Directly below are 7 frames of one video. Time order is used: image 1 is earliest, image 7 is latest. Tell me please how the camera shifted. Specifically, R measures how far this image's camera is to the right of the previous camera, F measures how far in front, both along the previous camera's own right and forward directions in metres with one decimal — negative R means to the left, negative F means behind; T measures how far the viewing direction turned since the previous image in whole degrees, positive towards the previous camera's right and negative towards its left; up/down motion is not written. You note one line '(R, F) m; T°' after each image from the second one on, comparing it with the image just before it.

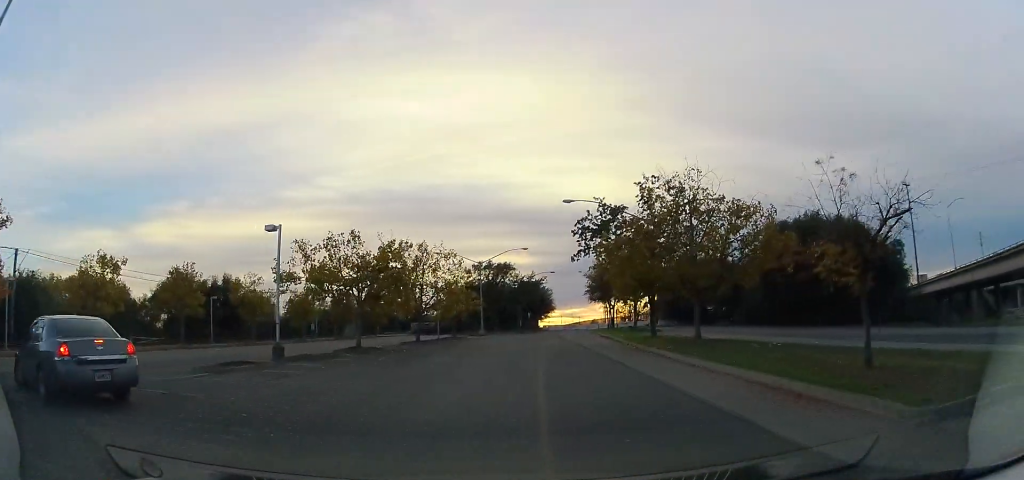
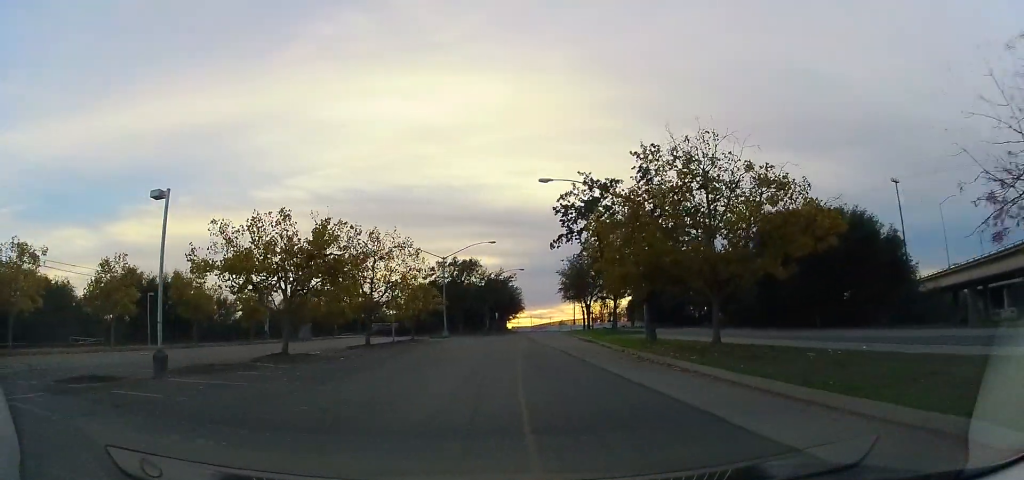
(+0.9, +5.5) m; +6°
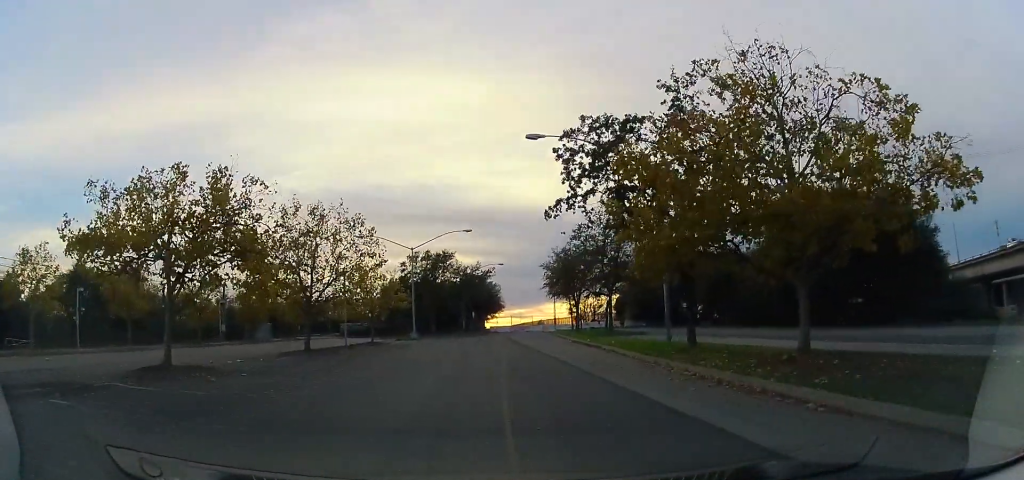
(-0.2, +7.0) m; +1°
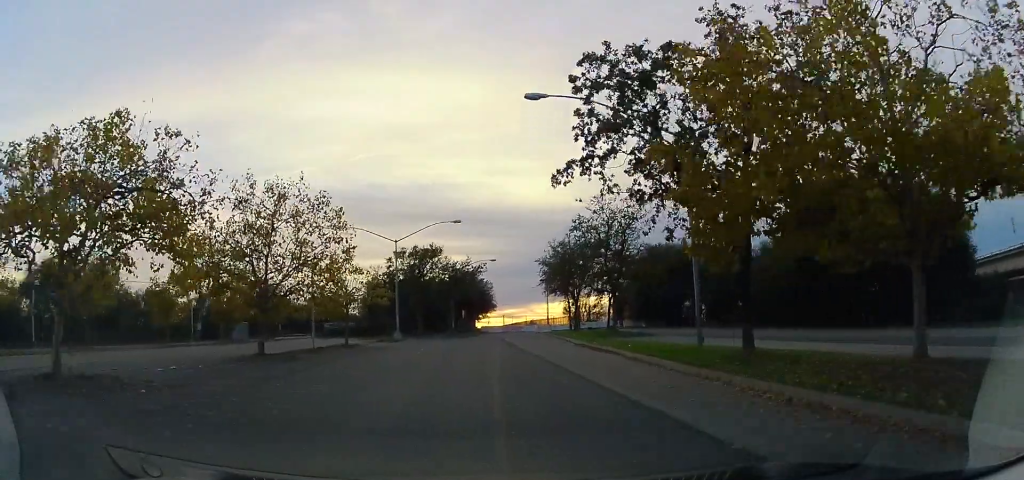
(+0.1, +4.5) m; +1°
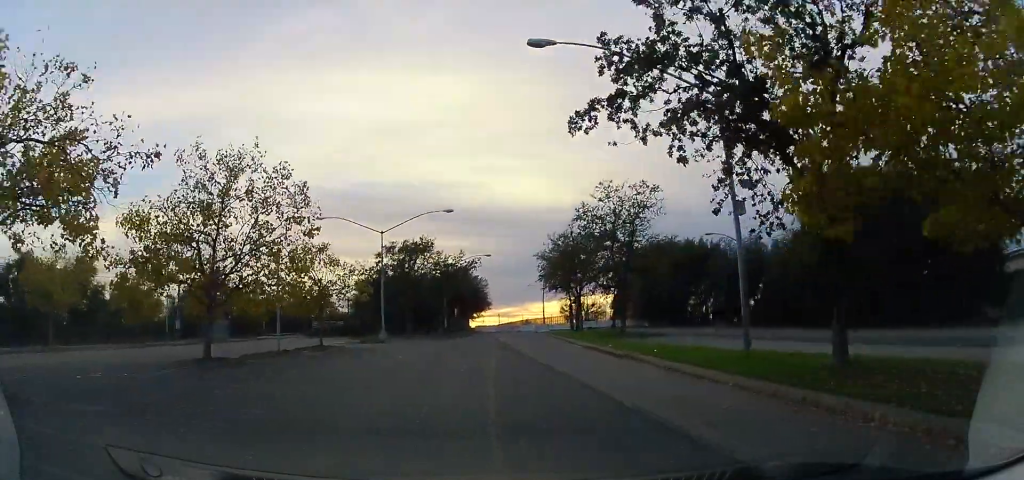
(+0.1, +4.0) m; +1°
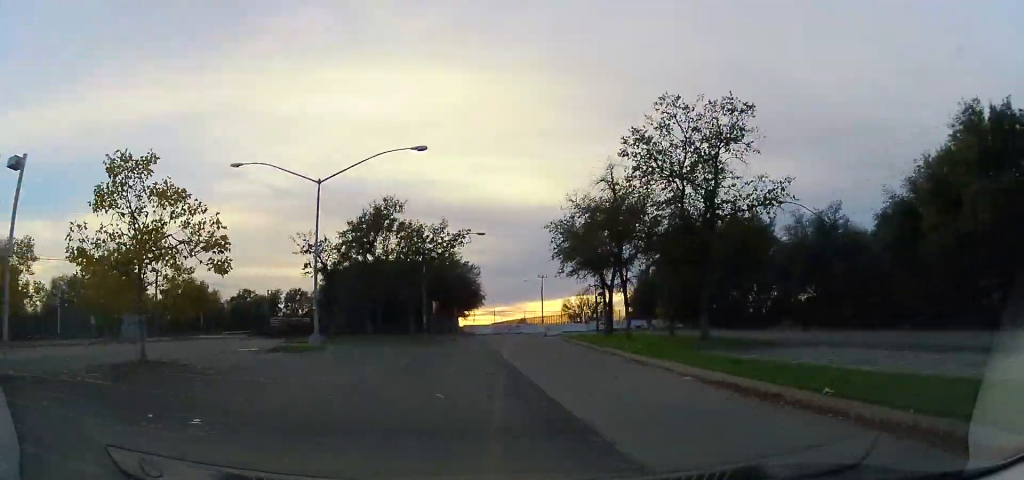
(+0.7, +15.5) m; +3°
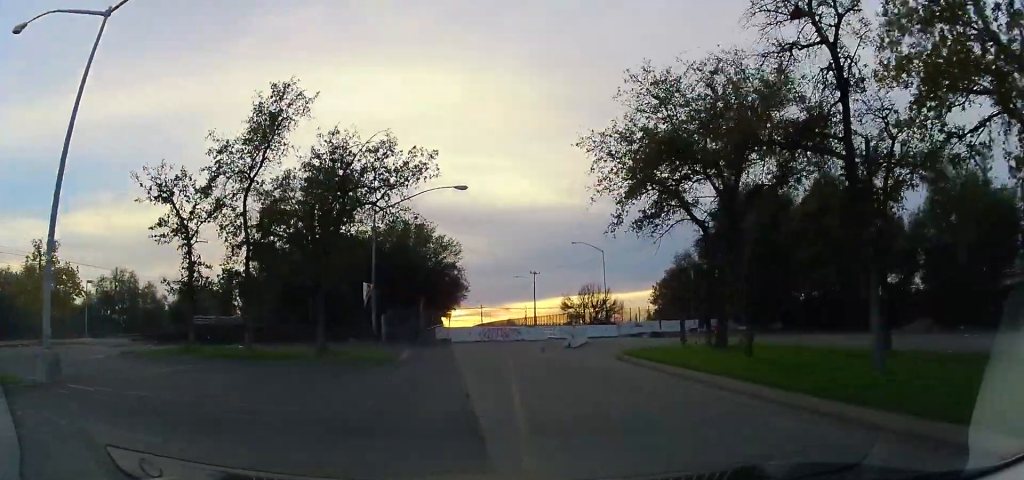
(-0.3, +19.0) m; 0°
